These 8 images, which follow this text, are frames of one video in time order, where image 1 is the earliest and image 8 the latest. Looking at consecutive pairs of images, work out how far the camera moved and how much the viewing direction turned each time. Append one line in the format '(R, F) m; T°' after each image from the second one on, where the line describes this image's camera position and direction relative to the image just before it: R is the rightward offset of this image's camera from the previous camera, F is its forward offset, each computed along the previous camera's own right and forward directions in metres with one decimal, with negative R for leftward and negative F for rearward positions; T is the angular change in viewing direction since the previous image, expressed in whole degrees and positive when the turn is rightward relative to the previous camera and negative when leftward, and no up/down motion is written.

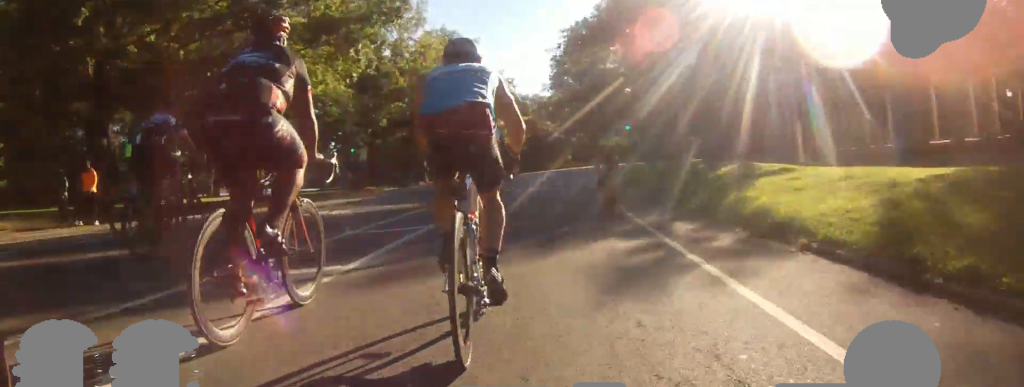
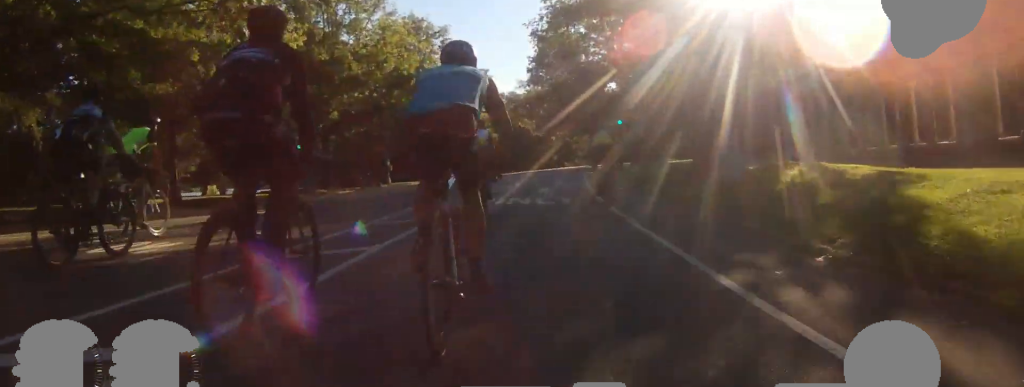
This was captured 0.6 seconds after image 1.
(+0.5, +6.0) m; +4°
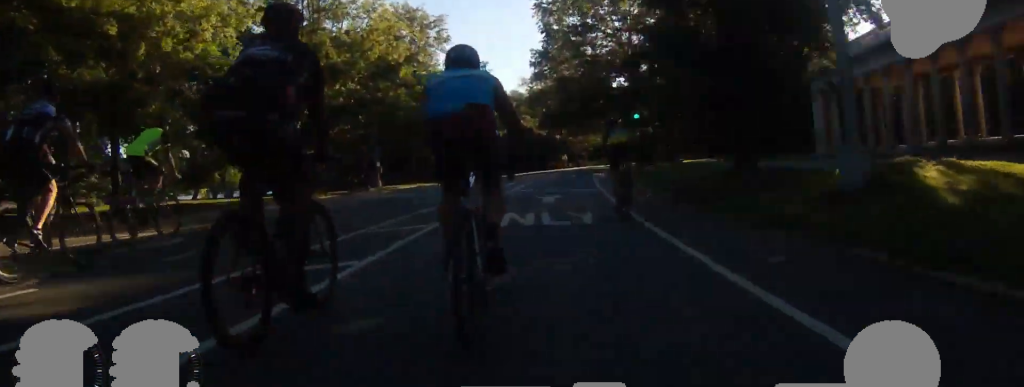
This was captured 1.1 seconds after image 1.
(-0.2, +4.4) m; -1°
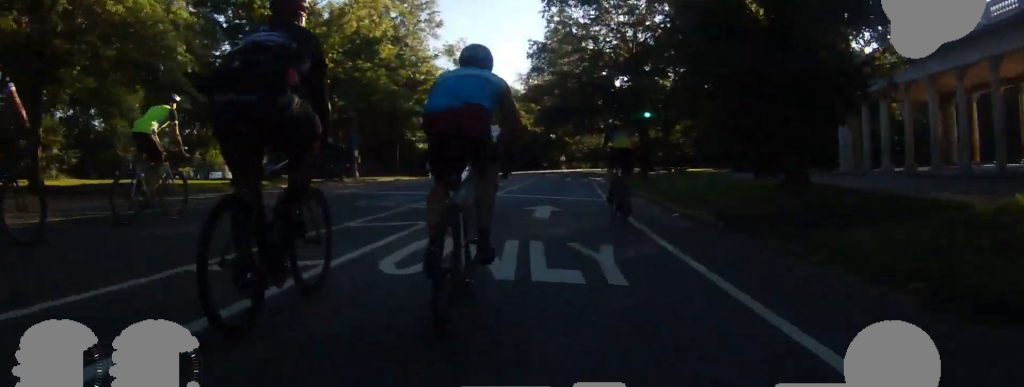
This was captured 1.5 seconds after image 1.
(-0.1, +4.1) m; -1°
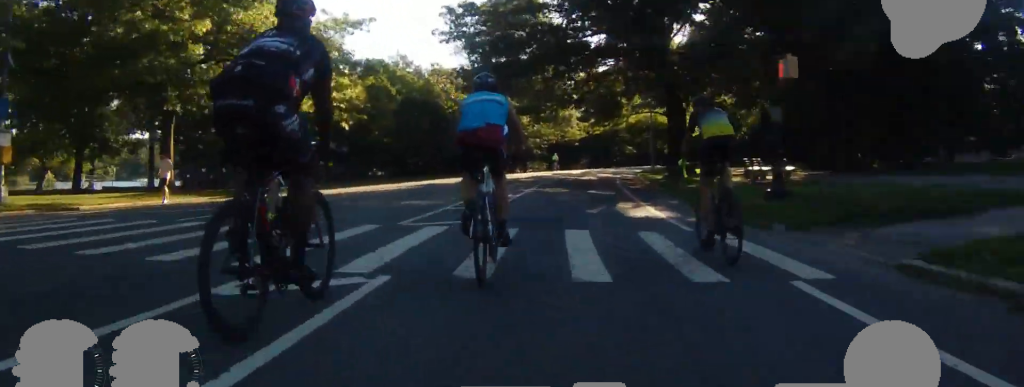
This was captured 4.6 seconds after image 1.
(0.0, +28.0) m; 0°
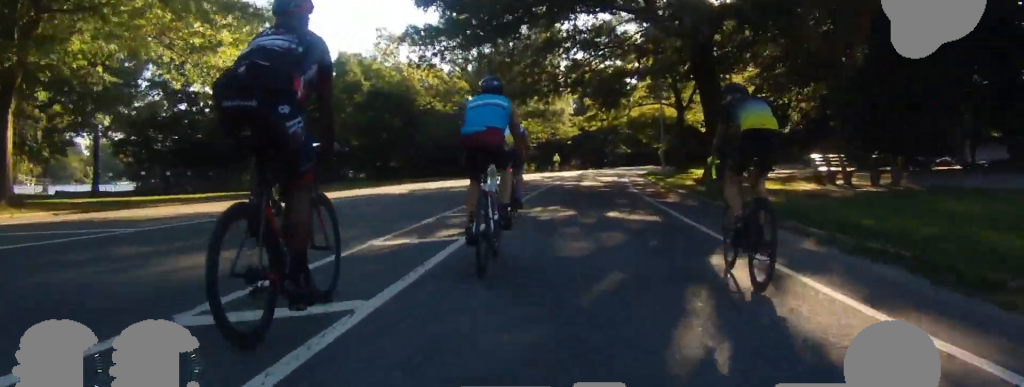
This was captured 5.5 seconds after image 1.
(0.0, +8.1) m; 0°
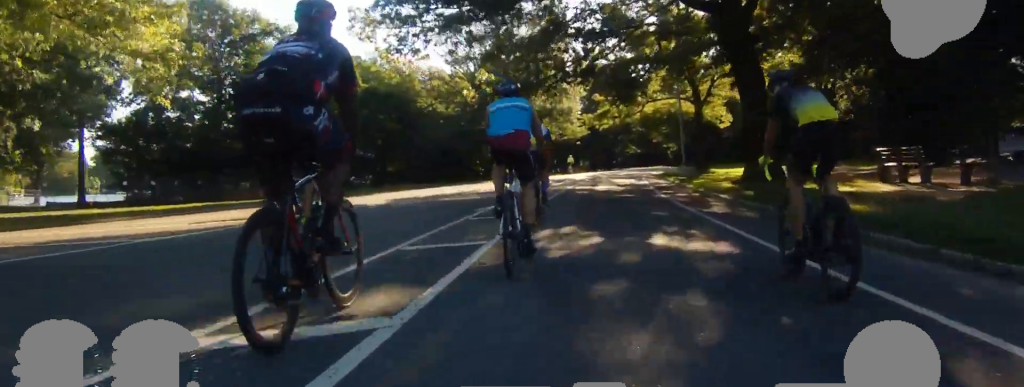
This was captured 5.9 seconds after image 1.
(0.0, +3.6) m; 0°
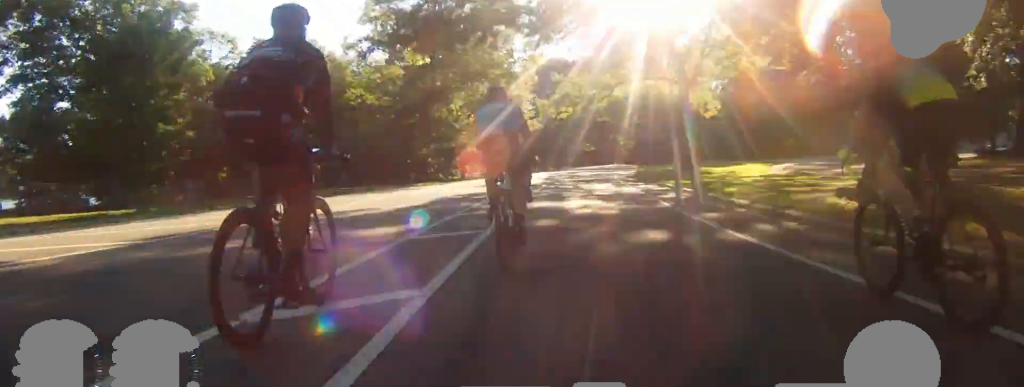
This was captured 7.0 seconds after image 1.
(0.0, +9.9) m; 0°
